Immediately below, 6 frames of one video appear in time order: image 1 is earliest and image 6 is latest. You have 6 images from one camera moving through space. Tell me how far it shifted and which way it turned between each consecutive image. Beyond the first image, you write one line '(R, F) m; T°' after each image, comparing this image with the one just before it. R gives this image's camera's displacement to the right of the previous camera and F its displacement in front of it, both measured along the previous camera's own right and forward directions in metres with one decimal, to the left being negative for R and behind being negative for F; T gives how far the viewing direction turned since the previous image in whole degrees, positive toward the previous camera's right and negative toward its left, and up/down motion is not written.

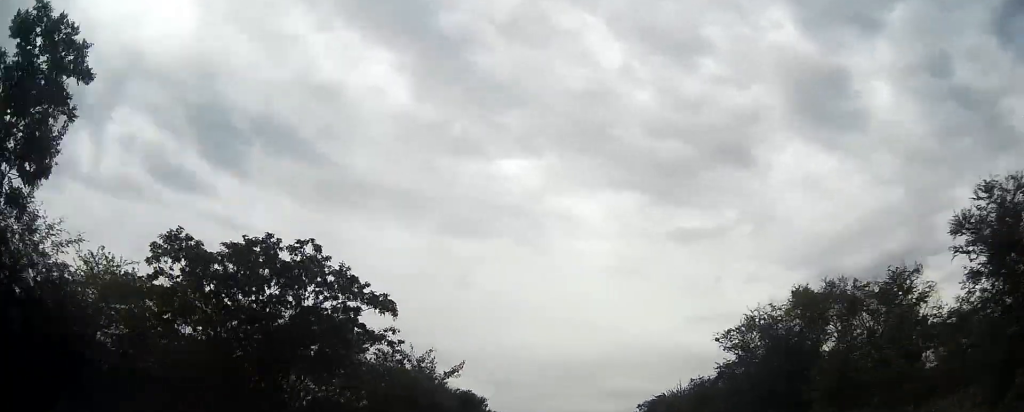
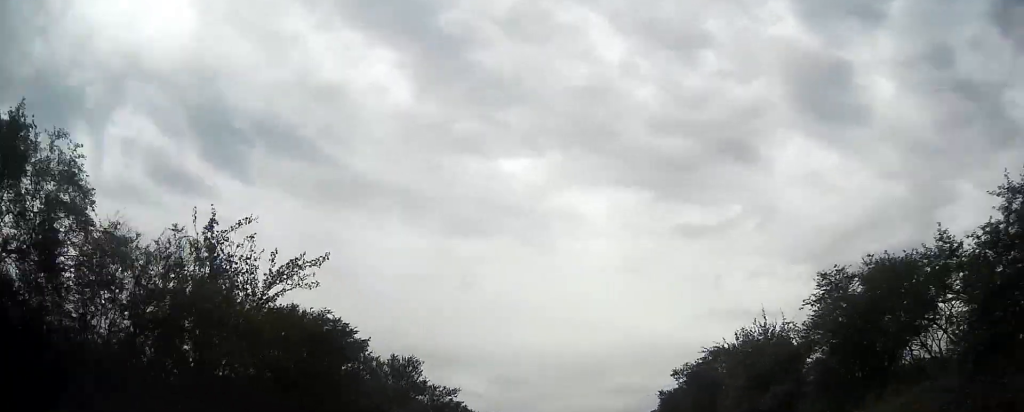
(+0.1, +26.1) m; 0°
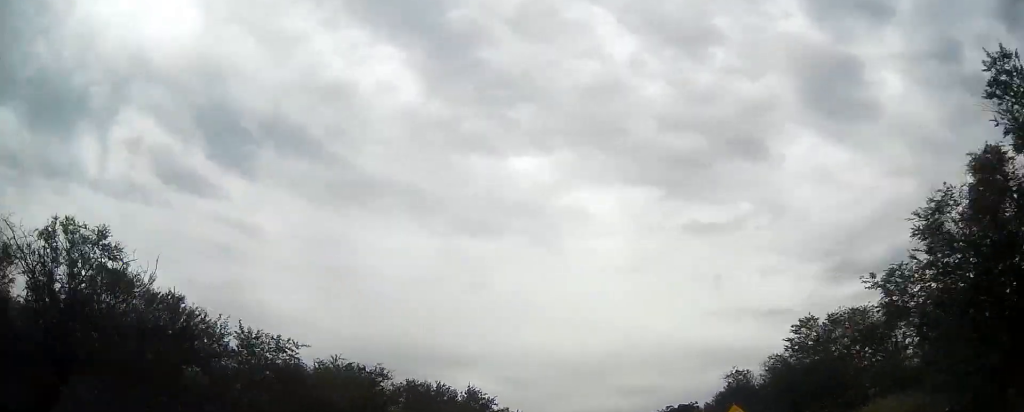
(-0.6, +48.5) m; -2°
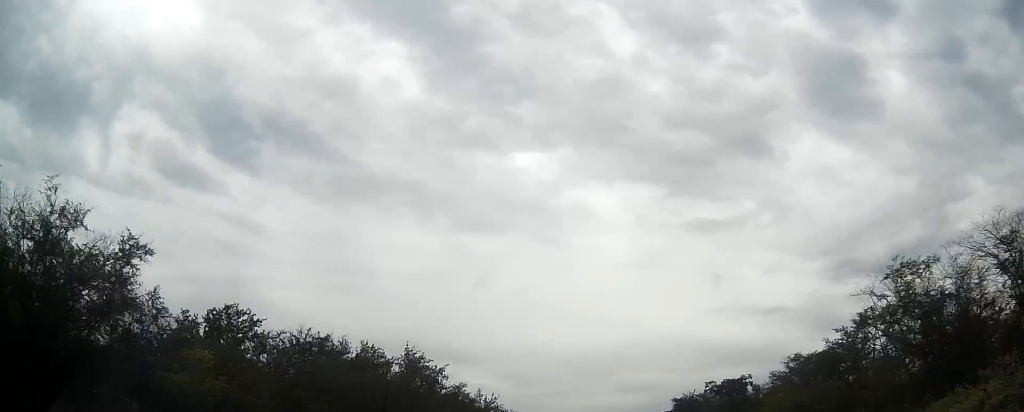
(-0.2, +19.1) m; 0°
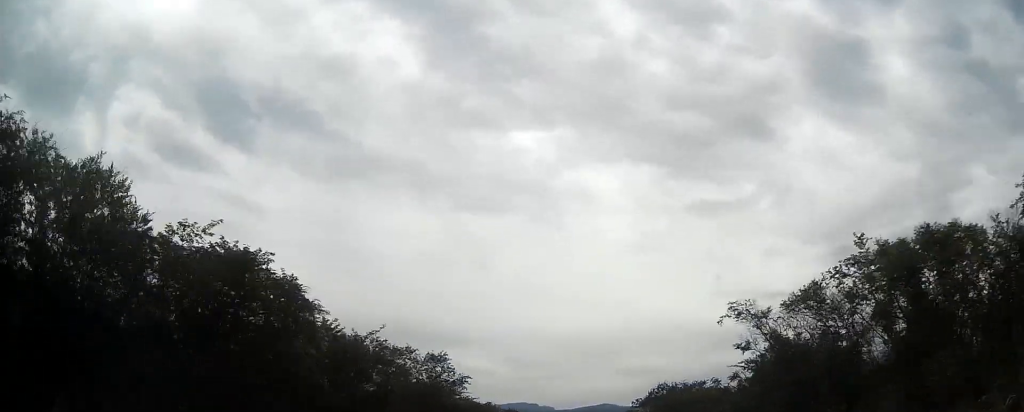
(-0.6, +81.8) m; -1°
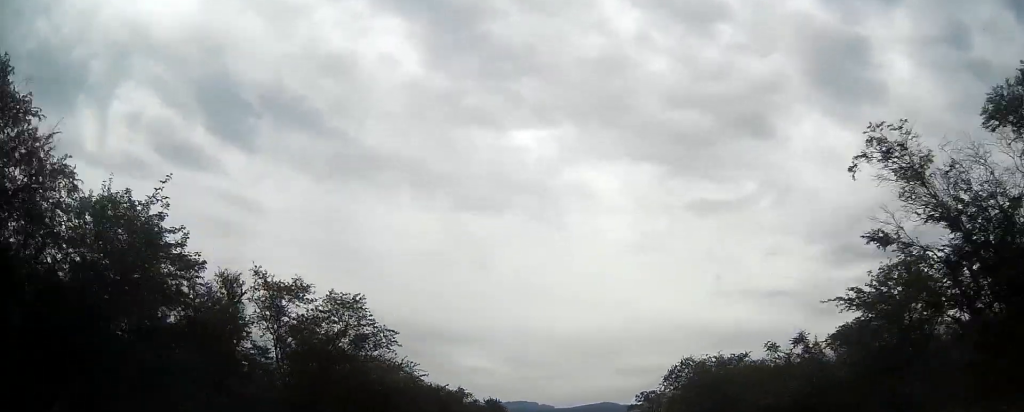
(-0.1, +13.7) m; 0°
